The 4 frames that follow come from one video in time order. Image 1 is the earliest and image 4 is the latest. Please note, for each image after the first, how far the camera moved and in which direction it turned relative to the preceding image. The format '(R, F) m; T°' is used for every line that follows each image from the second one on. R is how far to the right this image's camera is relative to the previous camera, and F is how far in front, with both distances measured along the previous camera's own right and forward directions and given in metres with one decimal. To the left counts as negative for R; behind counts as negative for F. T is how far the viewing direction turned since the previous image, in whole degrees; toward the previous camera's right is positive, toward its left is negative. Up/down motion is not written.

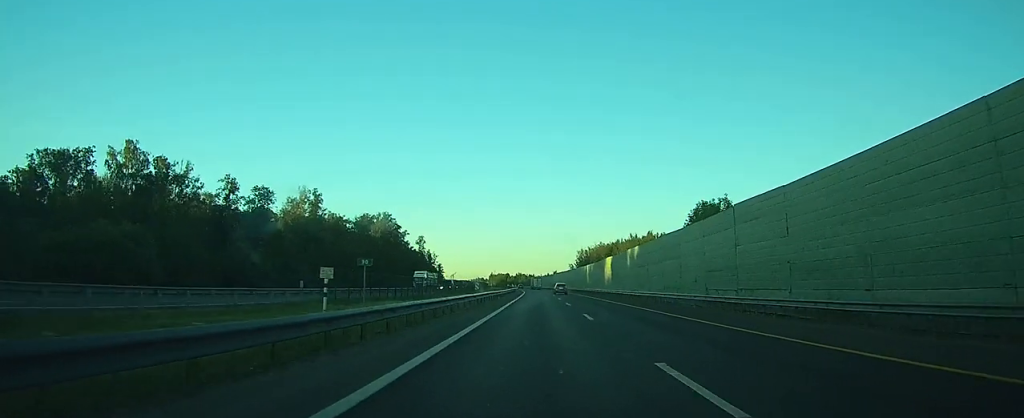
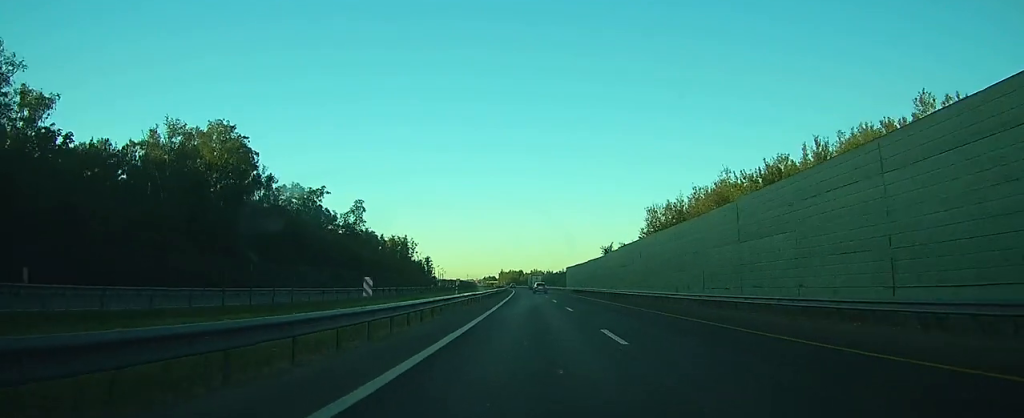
(-0.9, +121.2) m; -1°
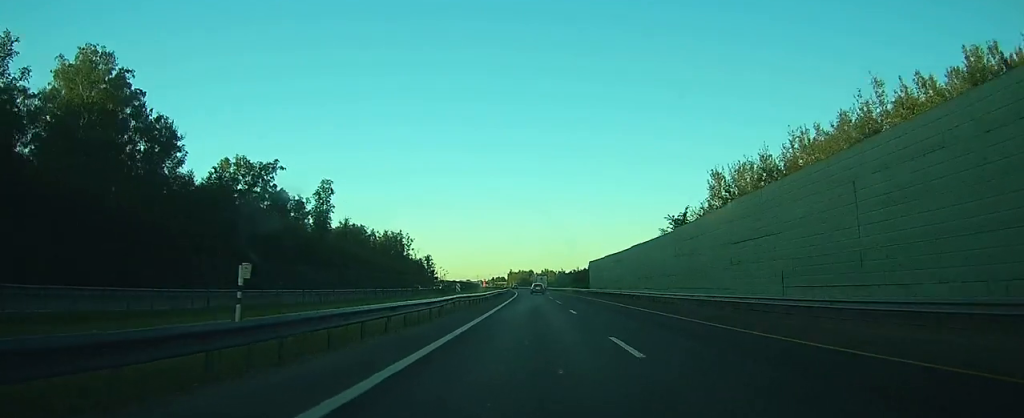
(-0.3, +34.3) m; -1°
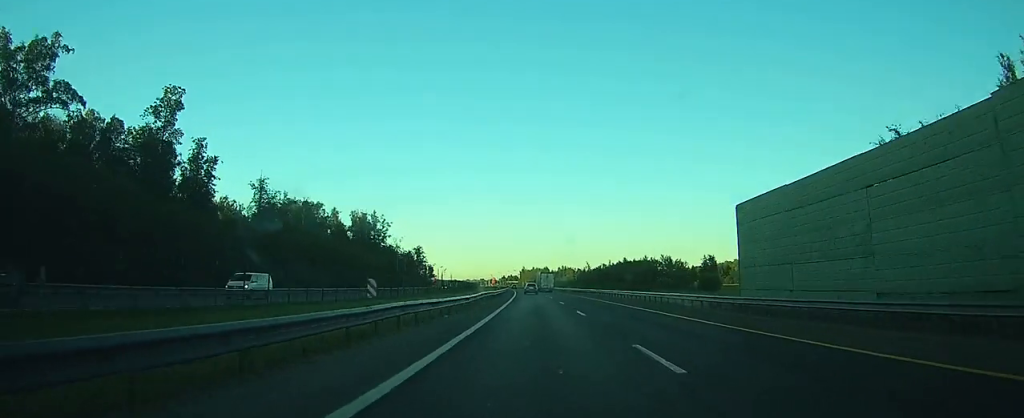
(-1.0, +66.1) m; -2°
